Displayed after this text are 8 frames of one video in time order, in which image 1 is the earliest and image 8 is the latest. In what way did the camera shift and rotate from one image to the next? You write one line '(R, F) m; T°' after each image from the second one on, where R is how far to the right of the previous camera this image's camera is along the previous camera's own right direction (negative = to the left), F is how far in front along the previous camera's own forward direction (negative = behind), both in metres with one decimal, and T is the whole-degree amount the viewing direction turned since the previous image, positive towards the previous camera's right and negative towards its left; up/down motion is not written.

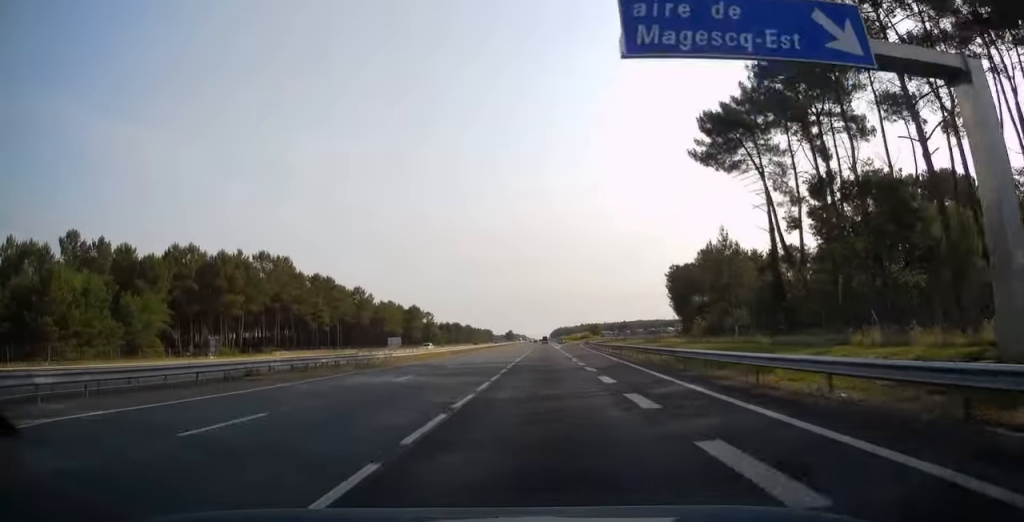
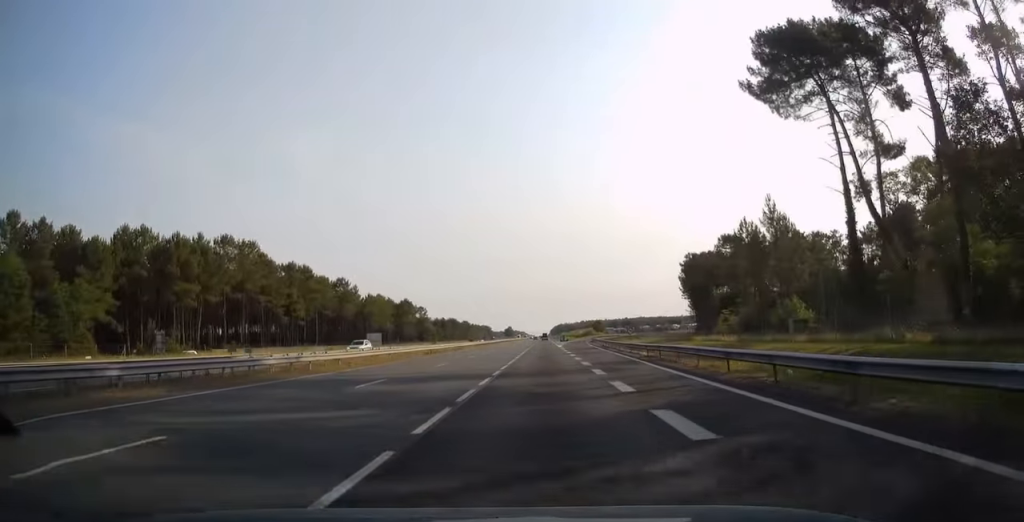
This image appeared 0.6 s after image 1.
(0.0, +16.7) m; 0°
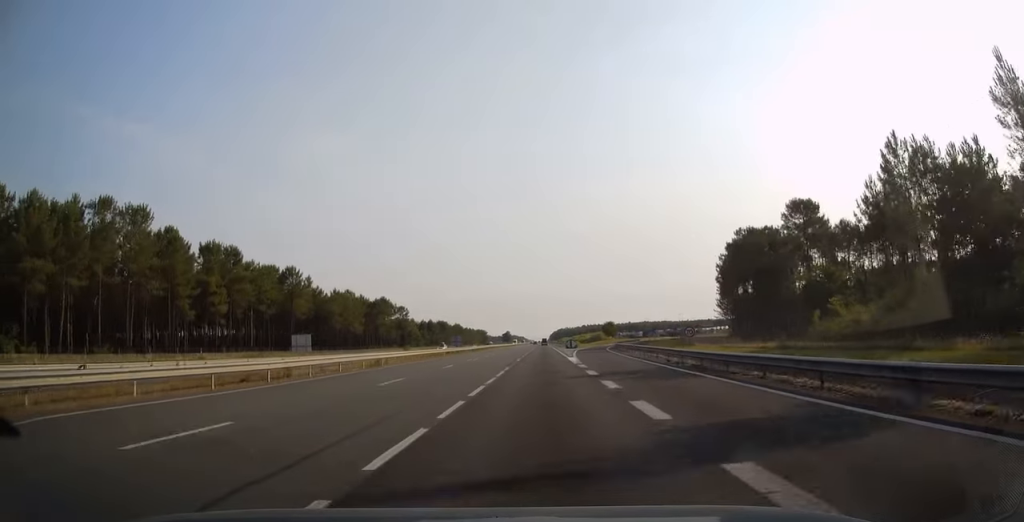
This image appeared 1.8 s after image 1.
(+0.2, +36.9) m; 0°
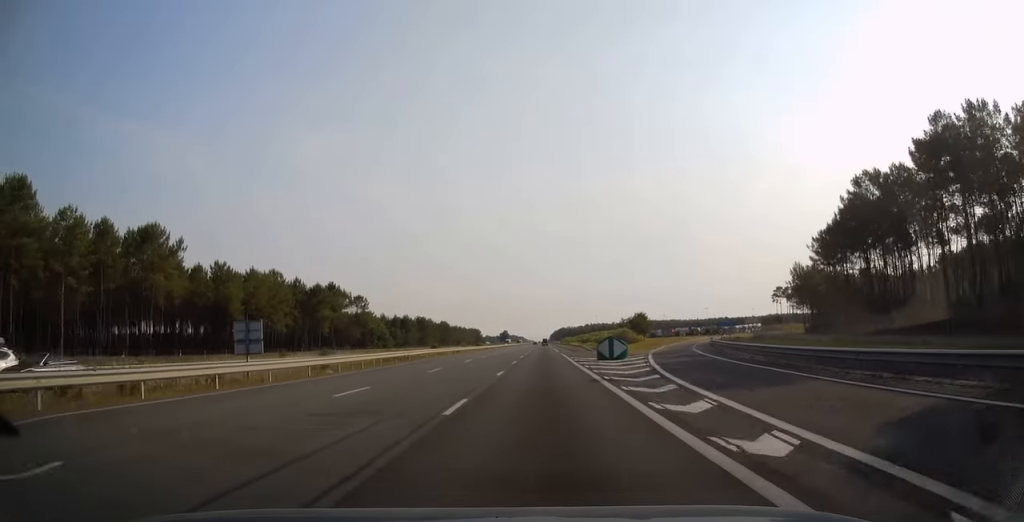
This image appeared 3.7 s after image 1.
(-0.1, +56.2) m; 0°
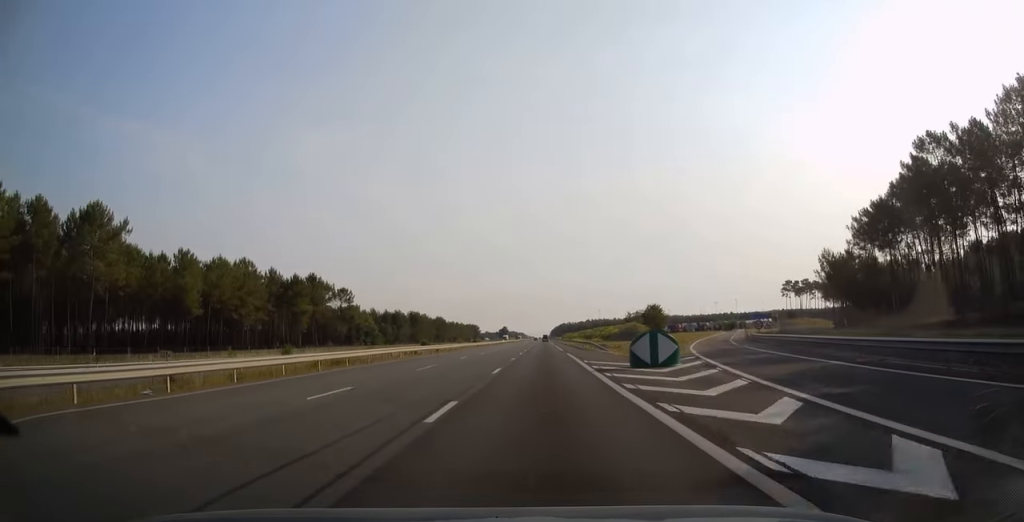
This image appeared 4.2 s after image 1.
(-0.1, +14.8) m; 0°
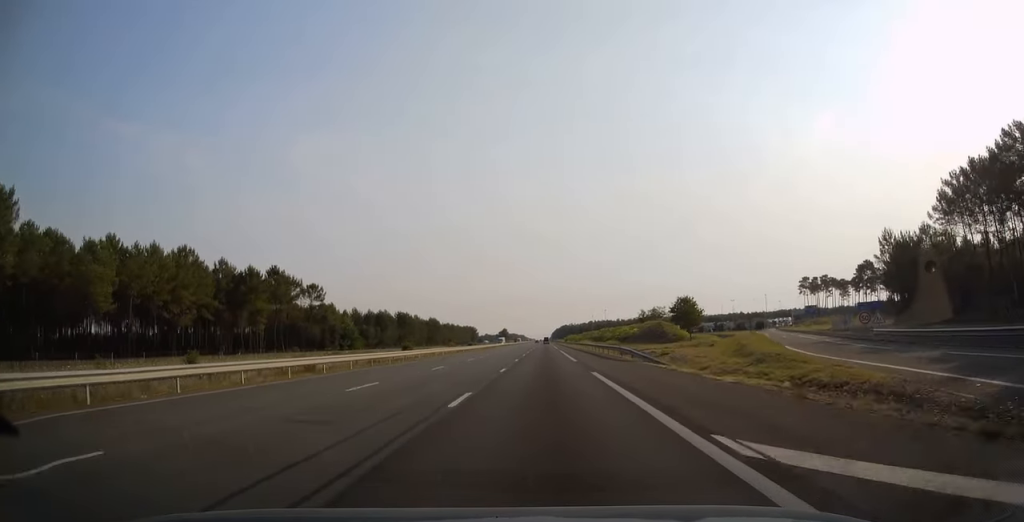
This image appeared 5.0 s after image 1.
(+0.1, +23.6) m; 0°
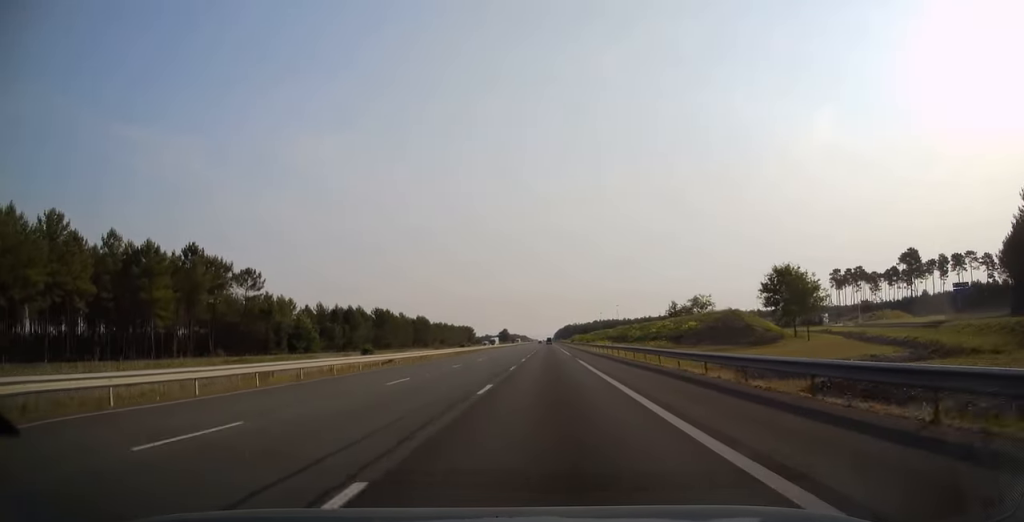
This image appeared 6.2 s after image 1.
(0.0, +35.4) m; 0°
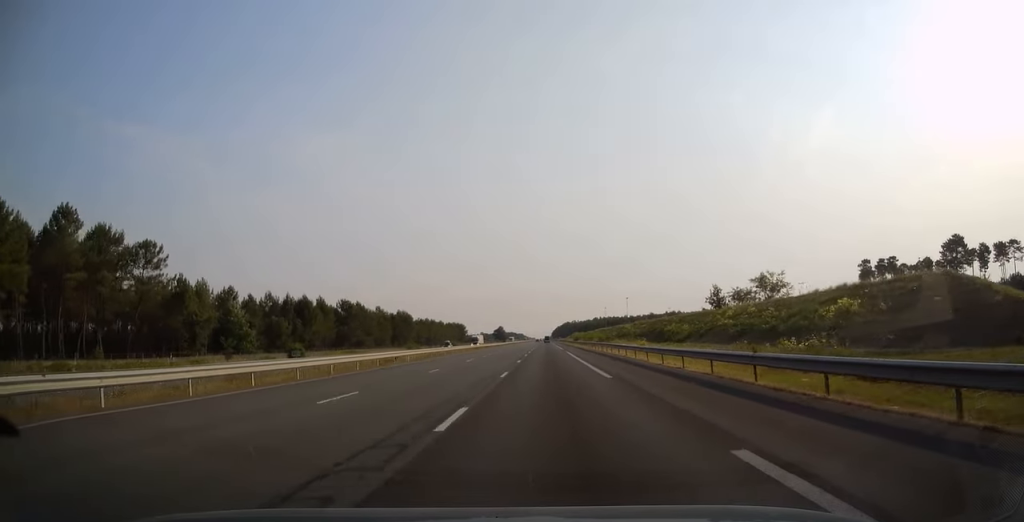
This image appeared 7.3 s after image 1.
(0.0, +32.4) m; 0°
